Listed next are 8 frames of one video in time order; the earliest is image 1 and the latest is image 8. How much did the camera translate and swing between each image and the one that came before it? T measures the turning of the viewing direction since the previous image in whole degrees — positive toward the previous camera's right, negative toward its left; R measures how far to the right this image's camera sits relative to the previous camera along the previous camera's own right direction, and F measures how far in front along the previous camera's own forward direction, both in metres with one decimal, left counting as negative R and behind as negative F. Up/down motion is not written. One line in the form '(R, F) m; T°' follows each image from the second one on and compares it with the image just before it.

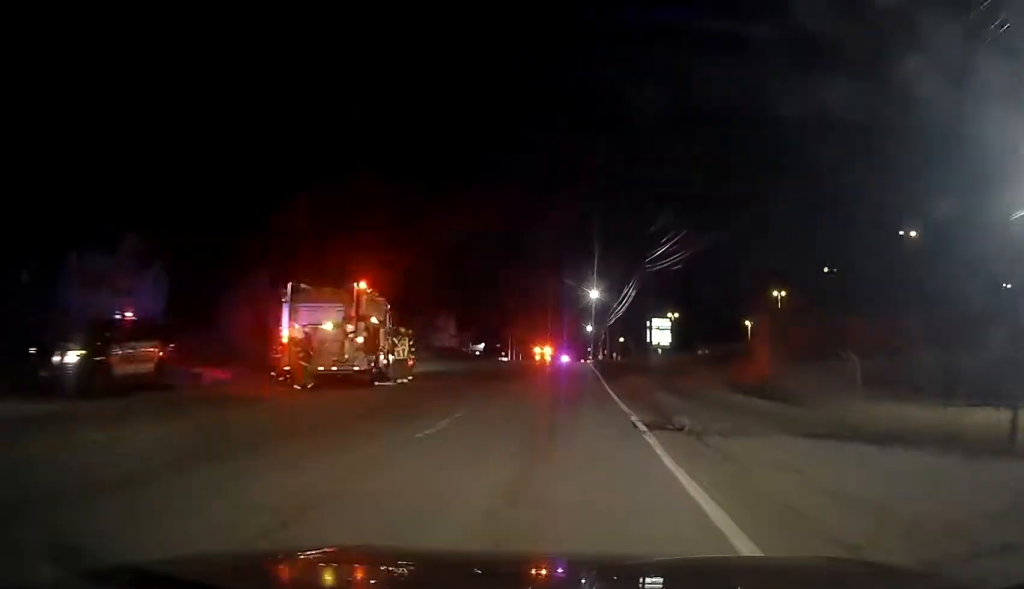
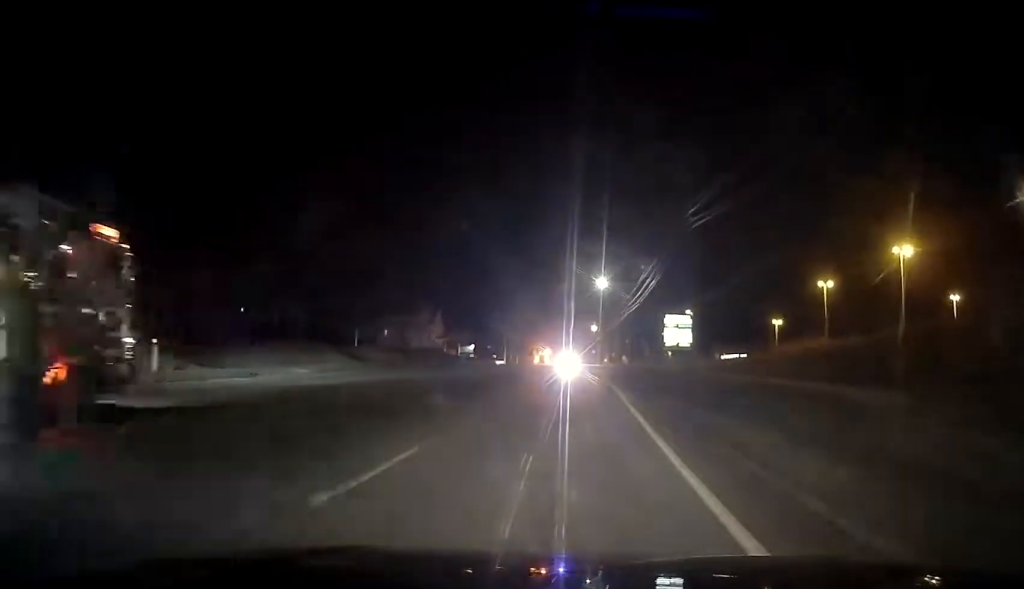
(0.0, +16.8) m; 0°
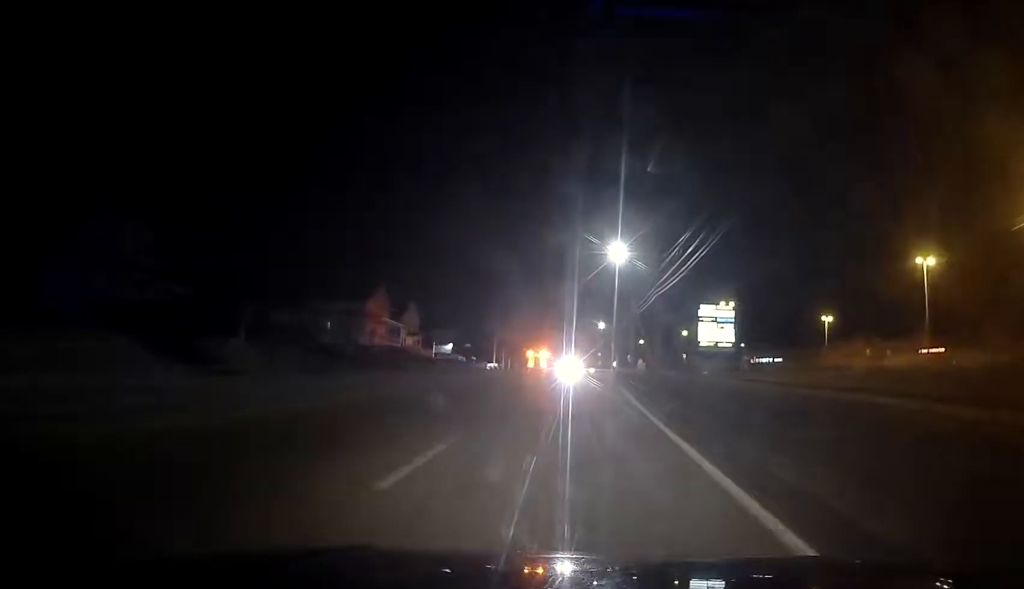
(-0.2, +23.6) m; -2°
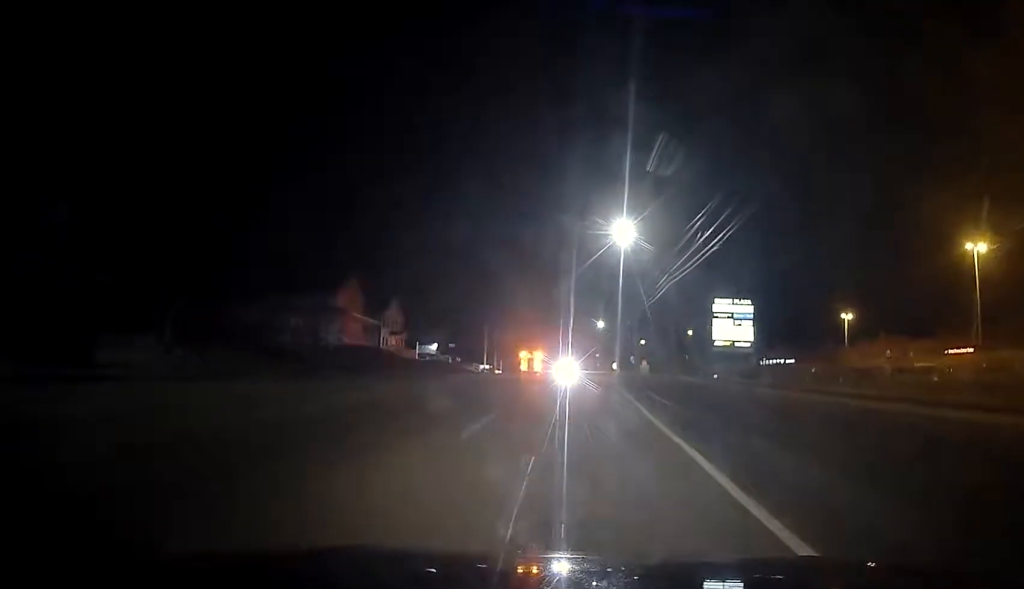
(-0.1, +8.8) m; 0°
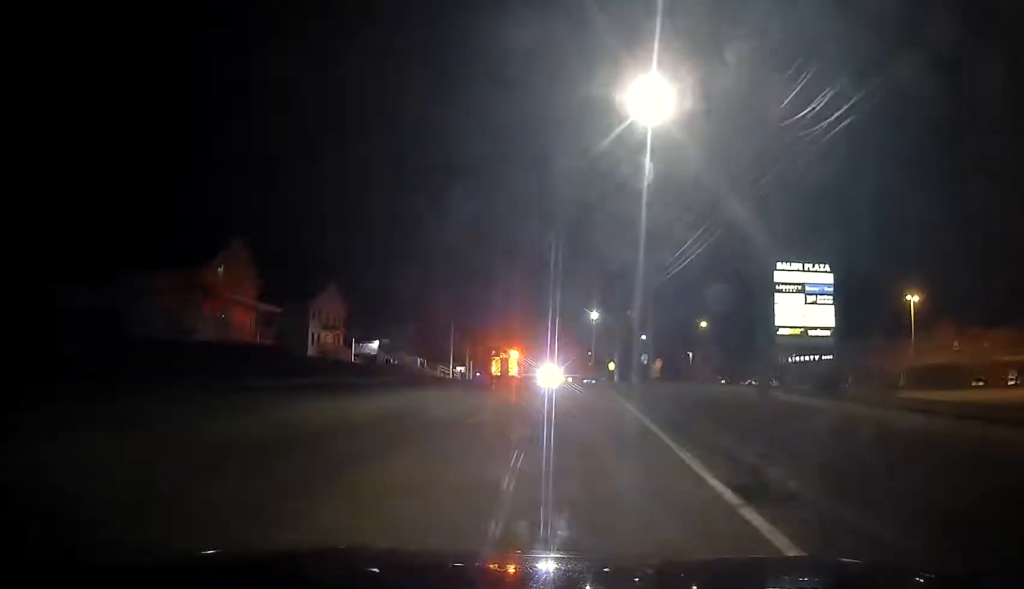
(+0.7, +22.1) m; +3°
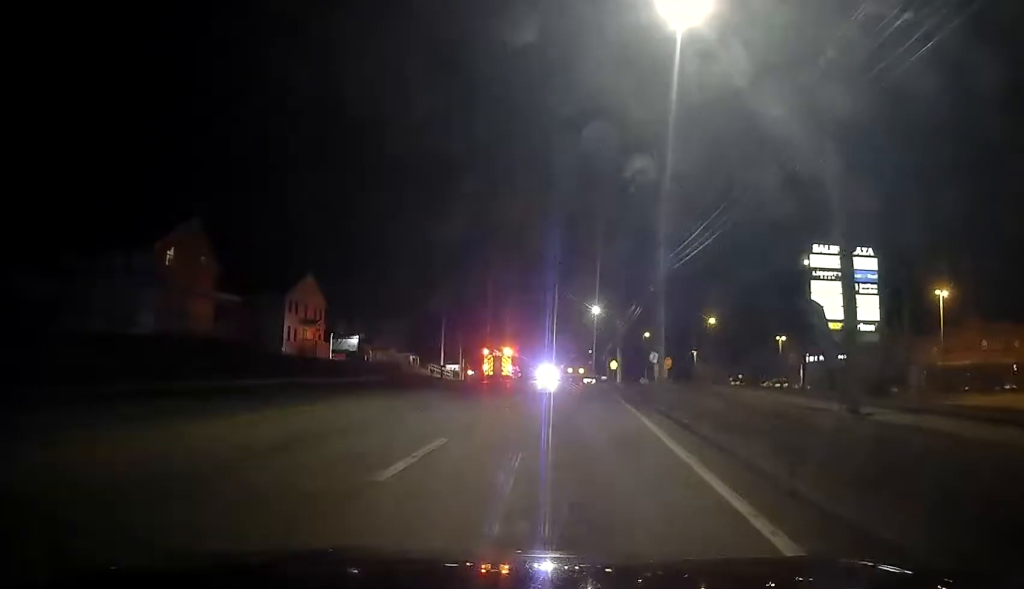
(0.0, +5.9) m; 0°
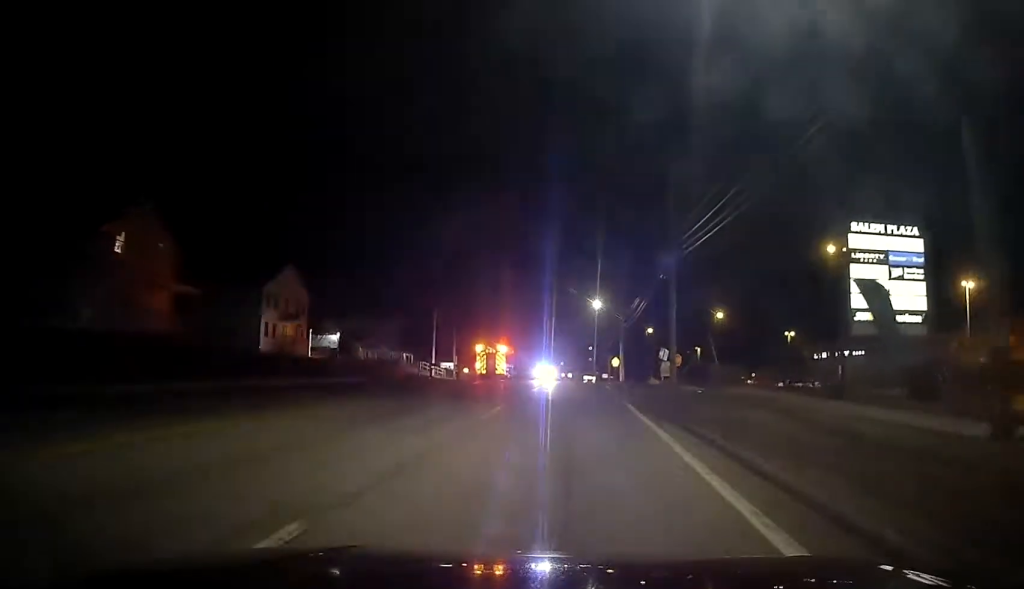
(0.0, +5.1) m; 0°
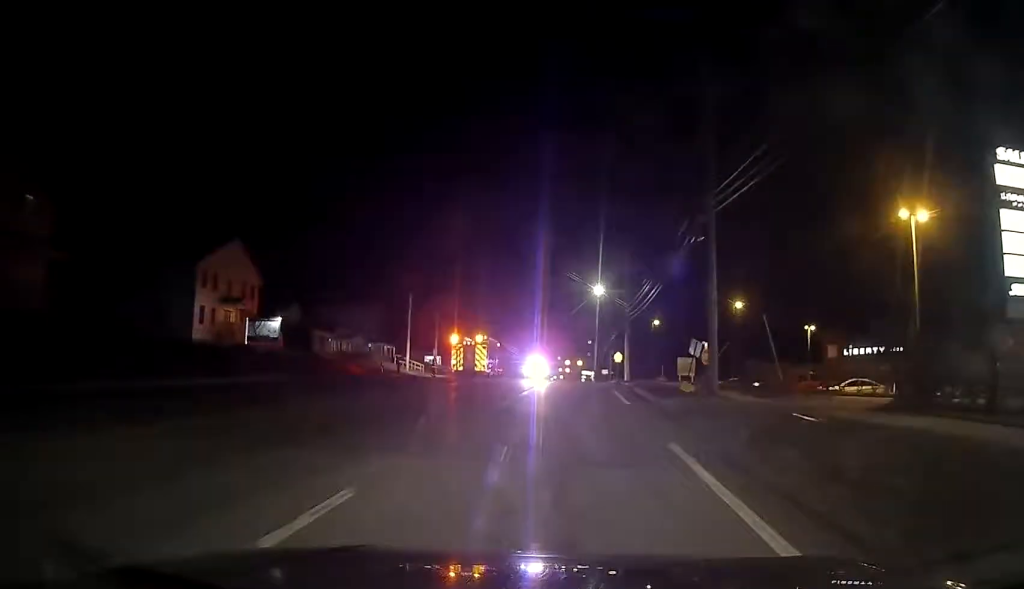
(0.0, +11.0) m; 0°
